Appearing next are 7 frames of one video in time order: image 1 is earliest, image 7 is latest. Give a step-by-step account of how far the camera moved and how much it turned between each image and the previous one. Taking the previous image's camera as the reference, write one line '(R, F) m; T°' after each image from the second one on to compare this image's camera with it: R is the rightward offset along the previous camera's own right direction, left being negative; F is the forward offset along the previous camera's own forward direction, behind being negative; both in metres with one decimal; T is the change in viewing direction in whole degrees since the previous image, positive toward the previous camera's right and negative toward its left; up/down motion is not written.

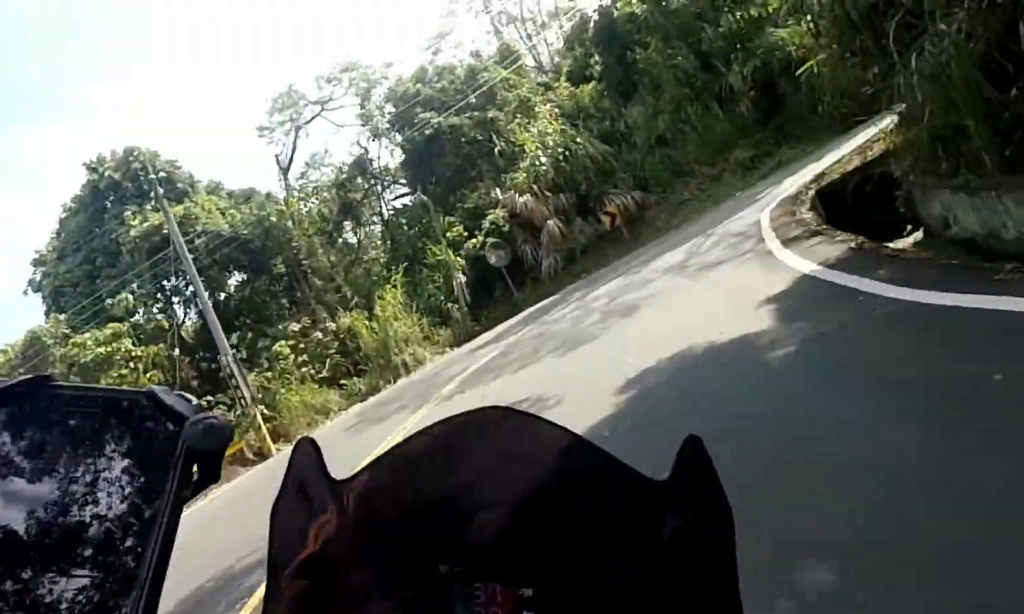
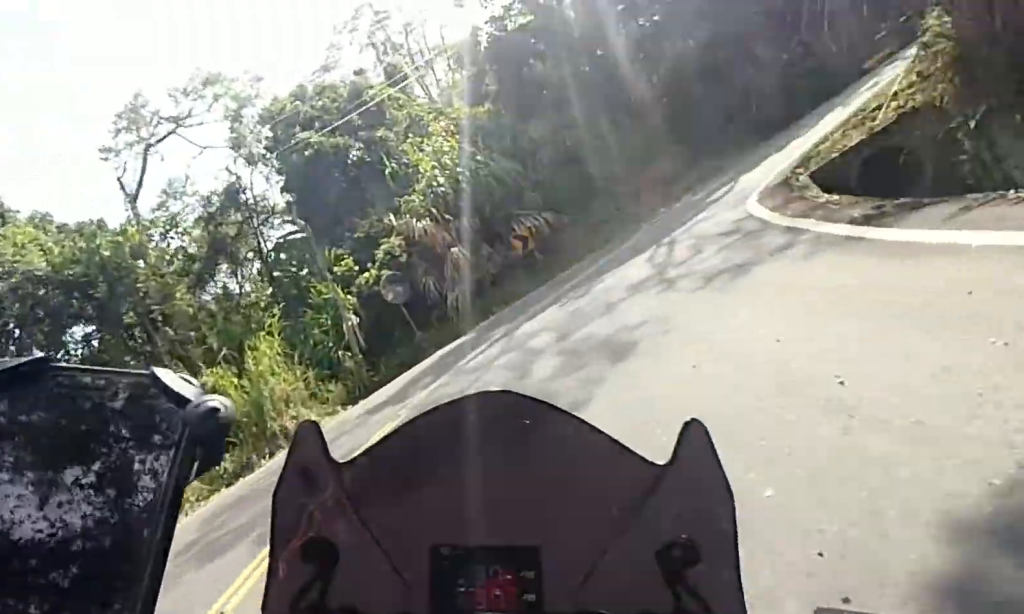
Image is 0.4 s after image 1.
(-0.1, +3.8) m; +4°
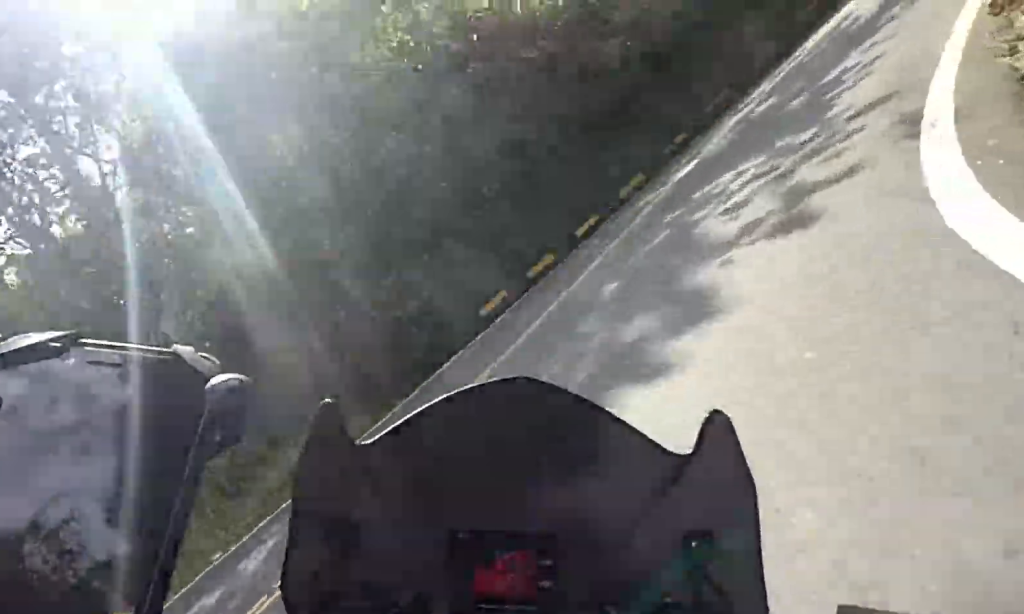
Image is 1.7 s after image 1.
(+1.5, +12.3) m; +41°
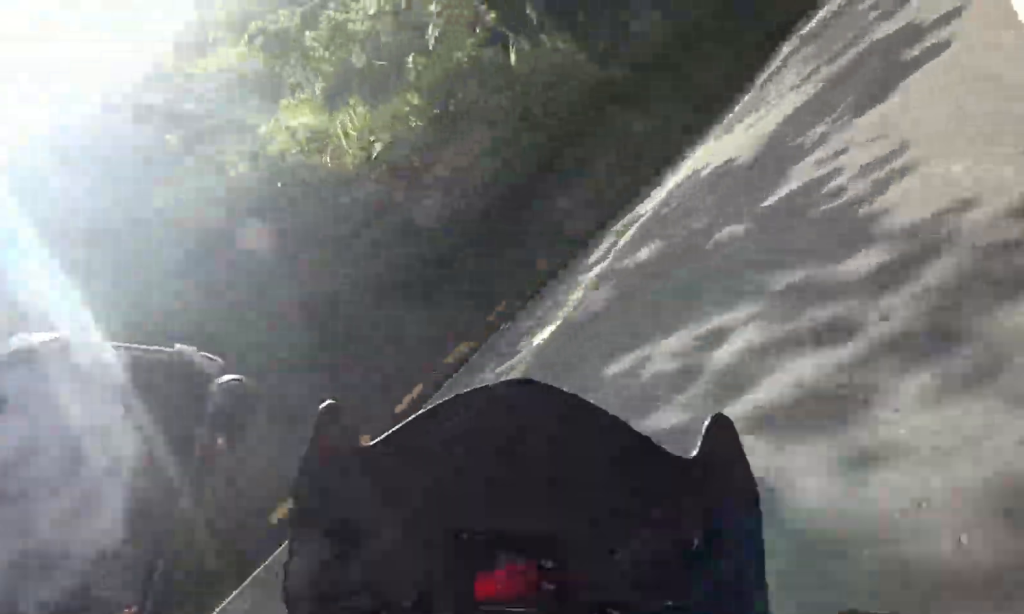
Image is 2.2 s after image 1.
(+2.0, +3.6) m; +26°
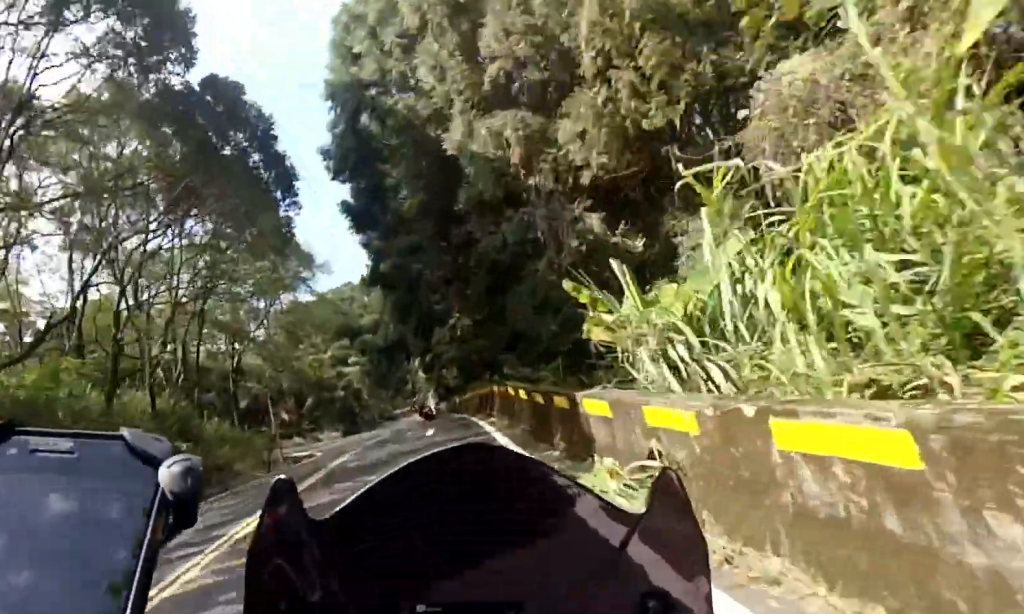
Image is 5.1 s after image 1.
(+28.9, +23.8) m; +61°
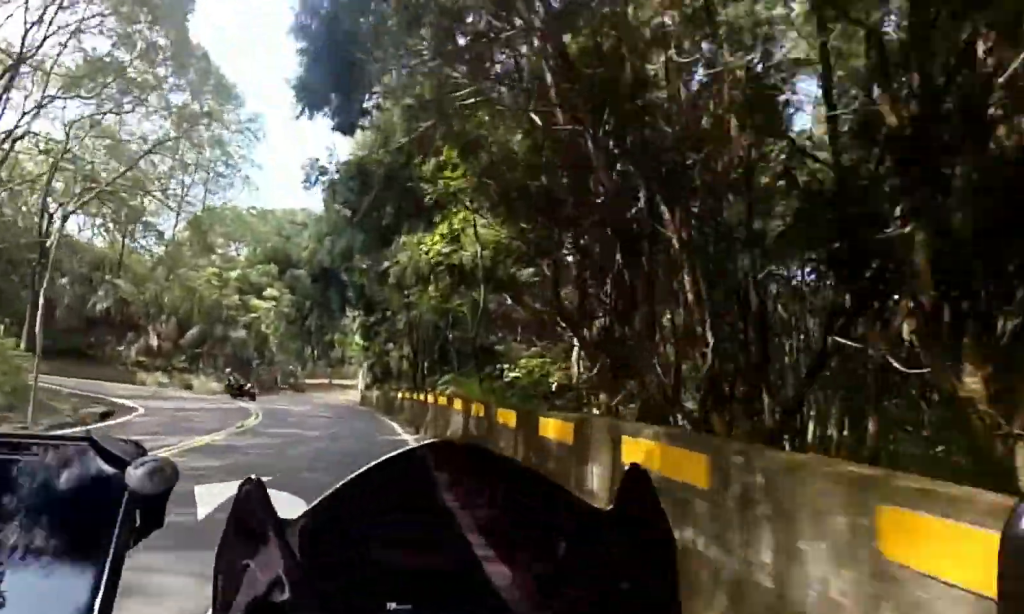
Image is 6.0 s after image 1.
(+0.1, +12.3) m; +2°
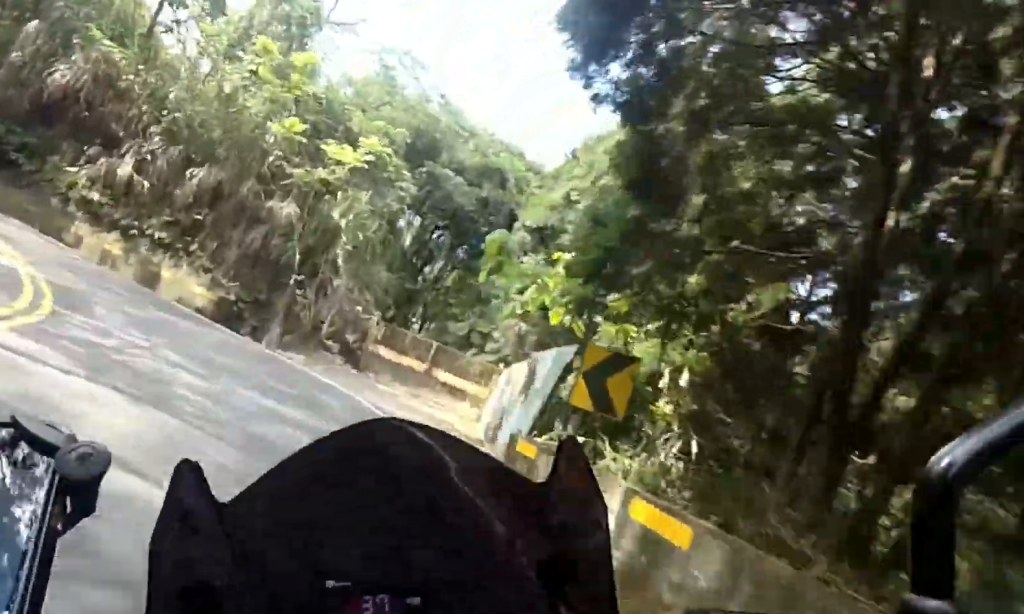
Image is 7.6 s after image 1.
(-0.3, +15.0) m; -16°
